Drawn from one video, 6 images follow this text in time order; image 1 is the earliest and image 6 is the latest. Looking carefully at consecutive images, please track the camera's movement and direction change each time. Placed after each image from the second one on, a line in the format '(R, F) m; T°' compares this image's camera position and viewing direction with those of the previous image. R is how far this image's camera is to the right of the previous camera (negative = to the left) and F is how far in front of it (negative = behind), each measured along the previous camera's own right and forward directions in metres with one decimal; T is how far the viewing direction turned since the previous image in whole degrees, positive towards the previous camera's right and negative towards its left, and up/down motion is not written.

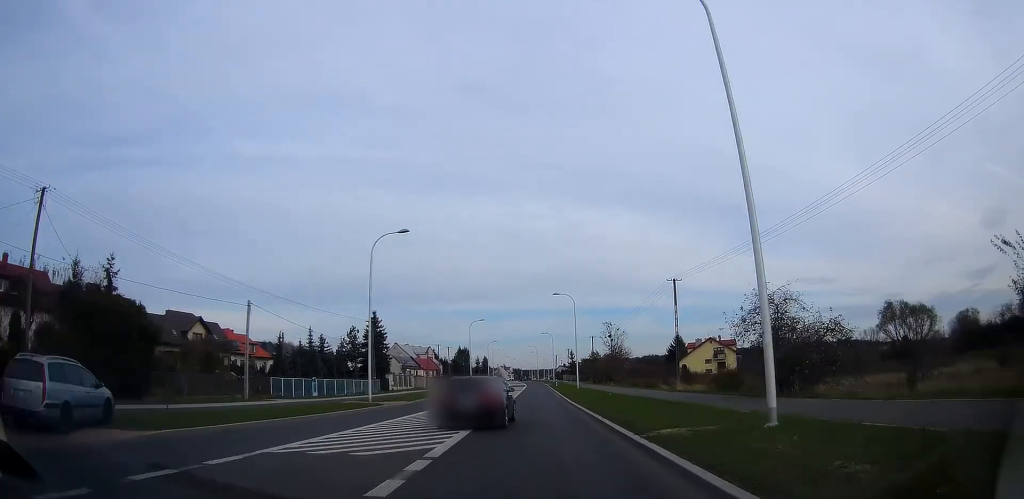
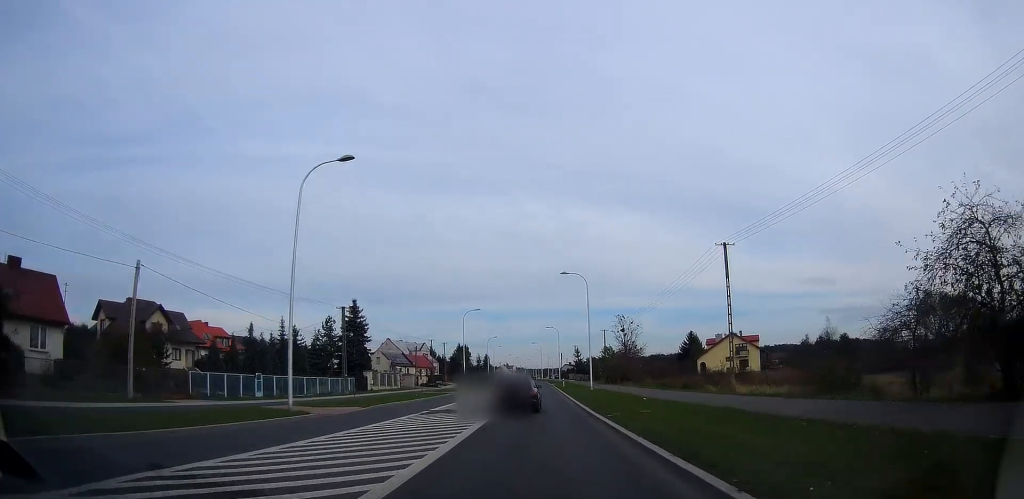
(+0.2, +11.4) m; 0°
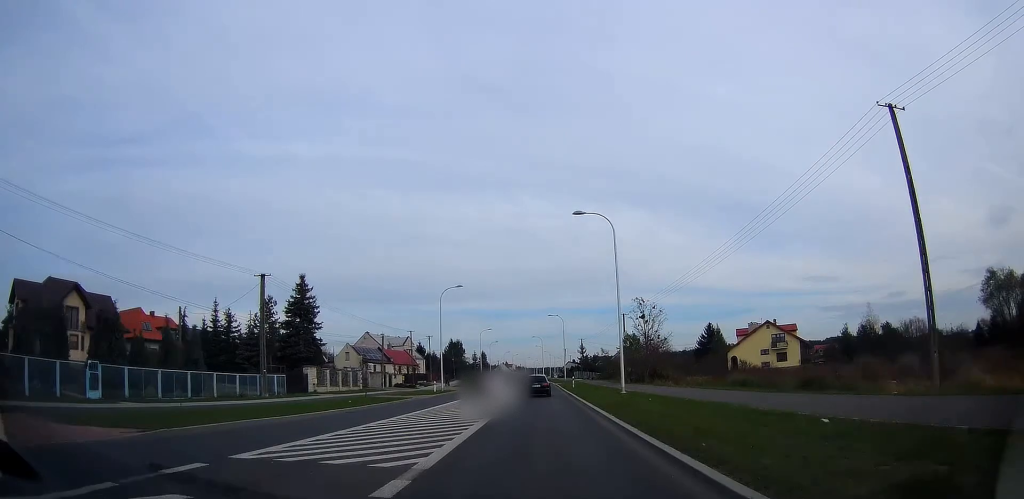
(-0.3, +17.7) m; -2°
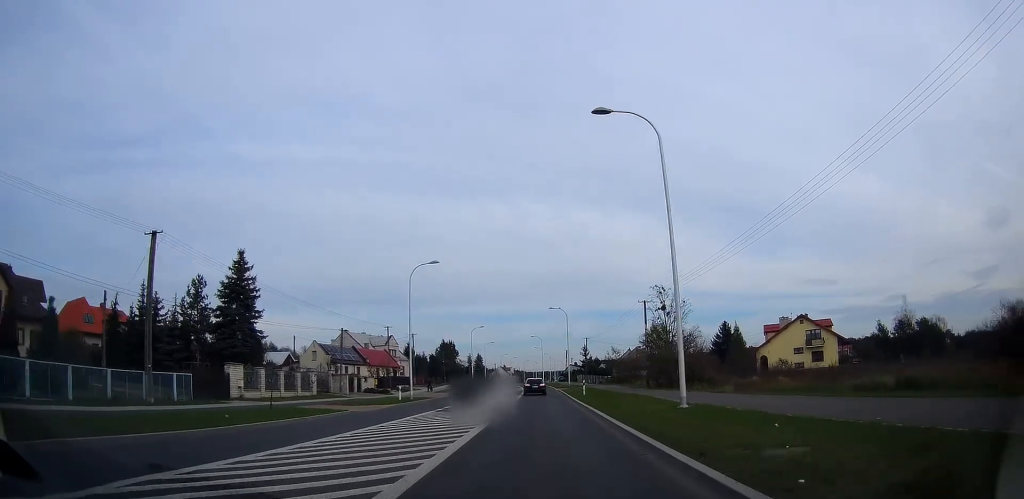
(-0.2, +13.2) m; 0°
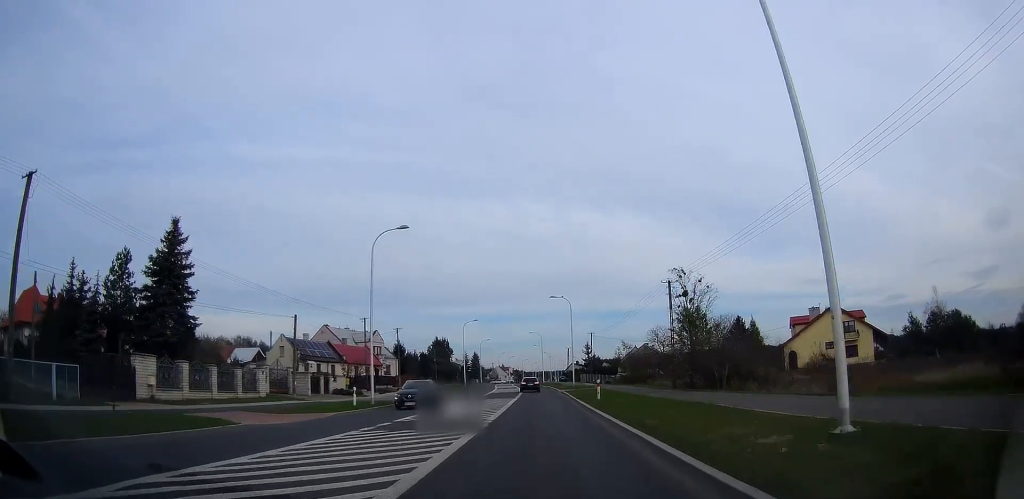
(+0.2, +9.9) m; +1°
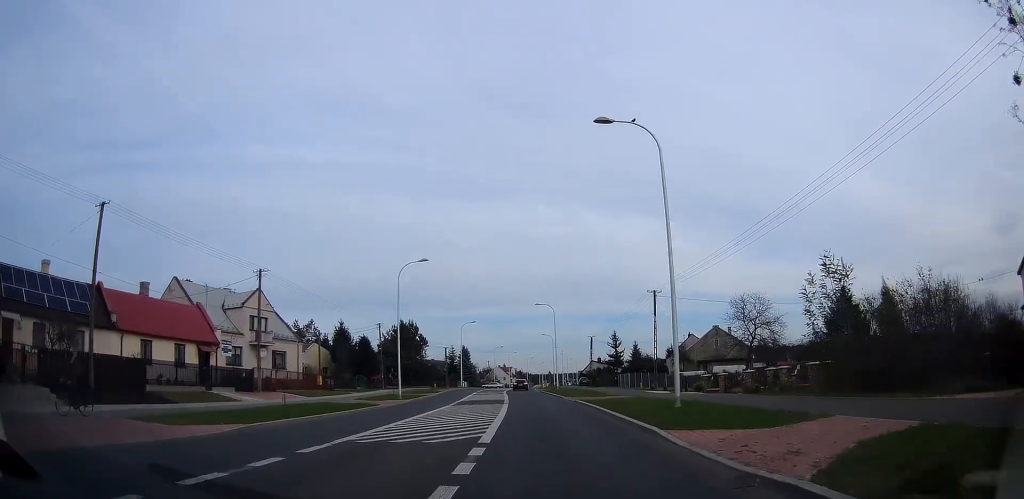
(-0.1, +44.0) m; -1°
